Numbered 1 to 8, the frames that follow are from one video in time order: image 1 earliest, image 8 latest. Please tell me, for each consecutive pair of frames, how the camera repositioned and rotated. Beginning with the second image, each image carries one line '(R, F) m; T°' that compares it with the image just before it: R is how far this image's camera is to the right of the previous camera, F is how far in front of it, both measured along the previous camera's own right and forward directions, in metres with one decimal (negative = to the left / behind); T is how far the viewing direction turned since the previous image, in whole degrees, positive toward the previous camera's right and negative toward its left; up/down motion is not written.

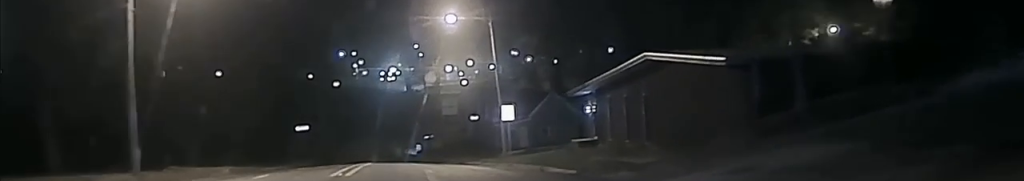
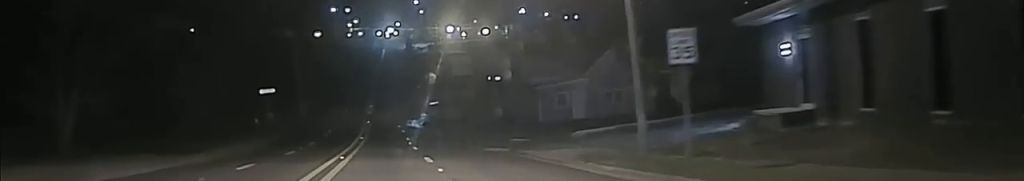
(-0.2, +29.1) m; +1°
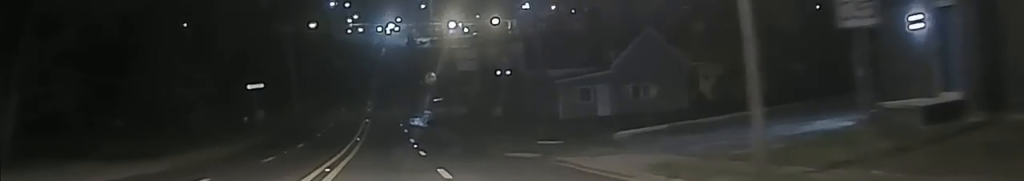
(0.0, +7.5) m; -1°
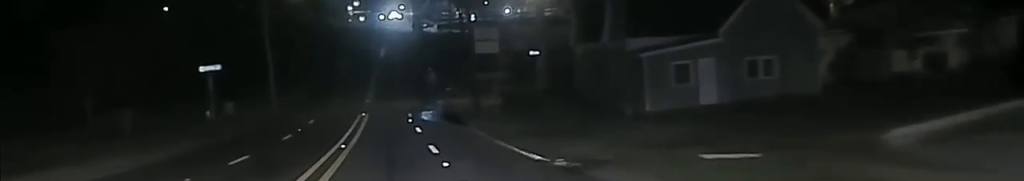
(-0.5, +19.2) m; -1°
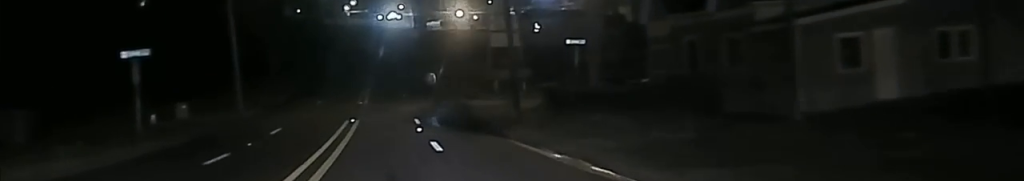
(+0.1, +14.1) m; +1°
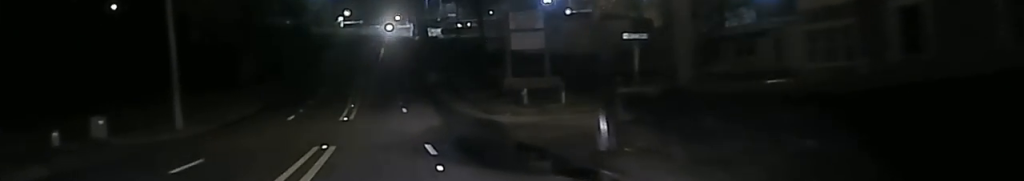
(+0.2, +15.4) m; +1°
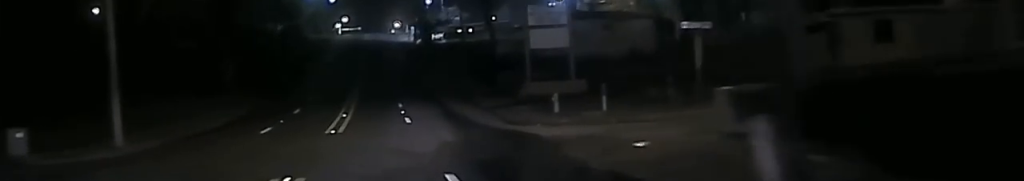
(0.0, +8.2) m; 0°
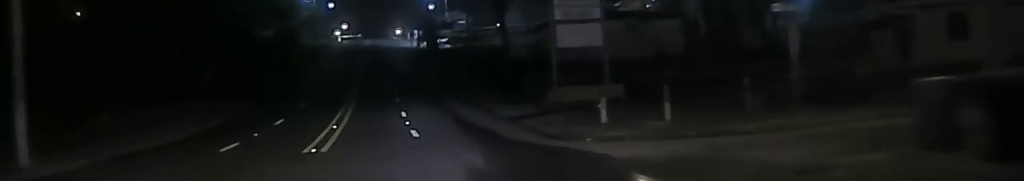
(0.0, +7.9) m; +1°
